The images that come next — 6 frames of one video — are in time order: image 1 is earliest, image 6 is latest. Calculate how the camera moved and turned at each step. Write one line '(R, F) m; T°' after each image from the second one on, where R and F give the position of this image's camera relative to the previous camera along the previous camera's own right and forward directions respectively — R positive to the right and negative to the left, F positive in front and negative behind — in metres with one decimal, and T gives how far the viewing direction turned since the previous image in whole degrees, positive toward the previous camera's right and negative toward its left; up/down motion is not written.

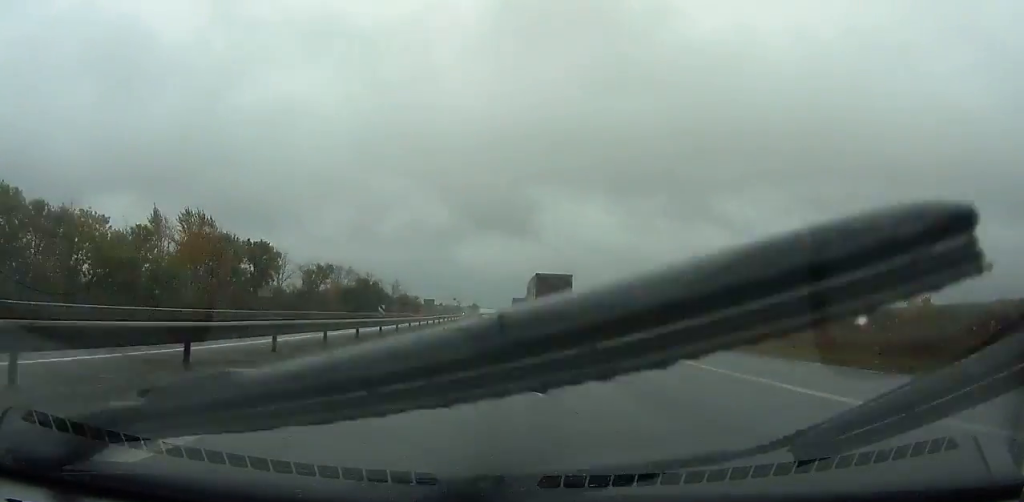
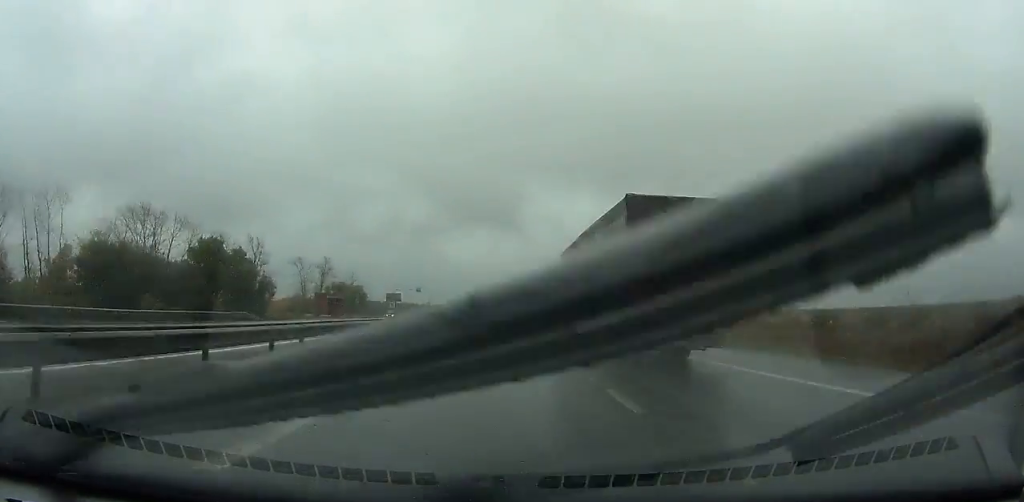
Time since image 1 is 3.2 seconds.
(+0.9, +94.2) m; +1°
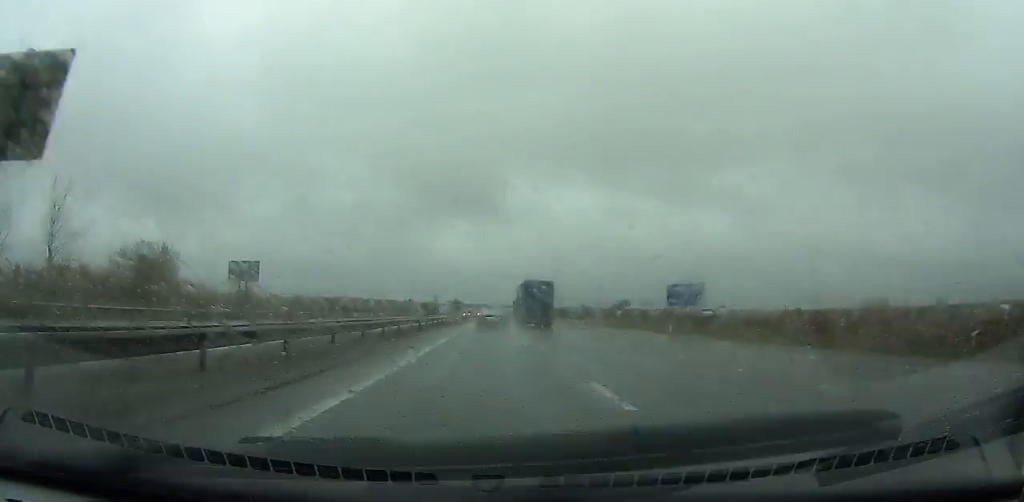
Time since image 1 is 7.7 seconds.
(+0.8, +130.8) m; 0°
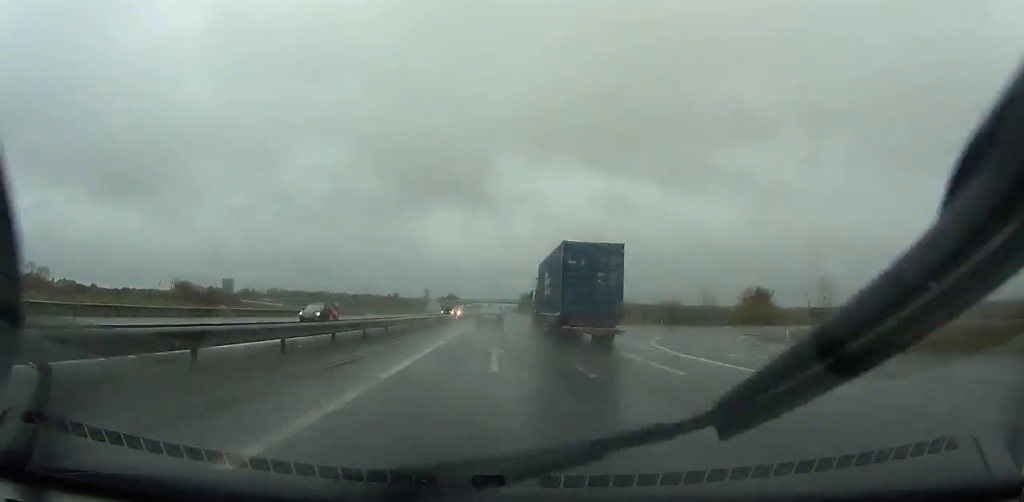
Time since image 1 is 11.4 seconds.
(-0.2, +106.1) m; 0°
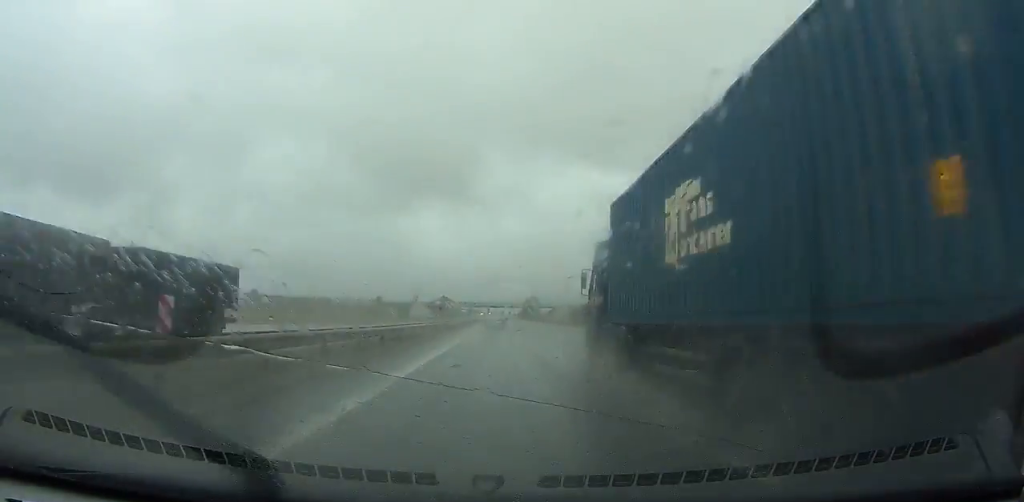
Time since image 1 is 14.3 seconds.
(-0.2, +83.2) m; 0°
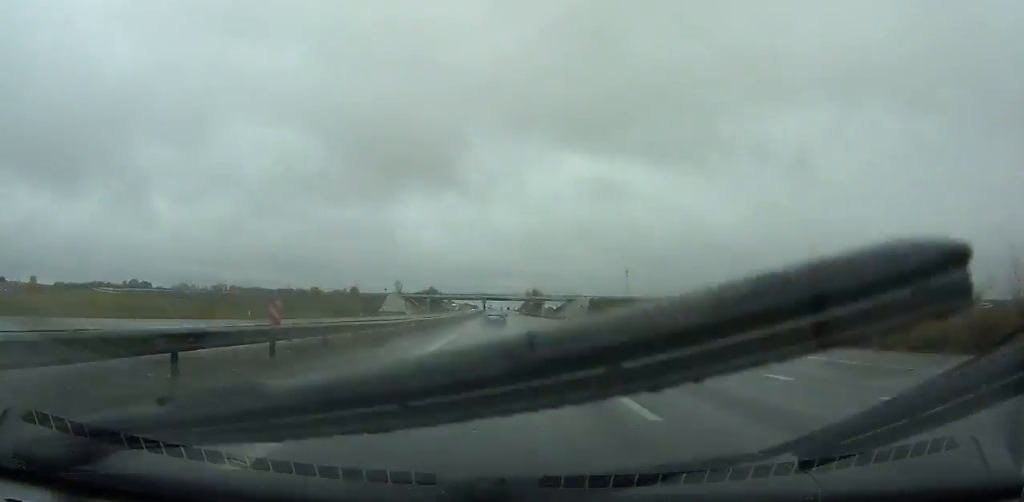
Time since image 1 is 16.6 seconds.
(+0.1, +66.4) m; 0°
